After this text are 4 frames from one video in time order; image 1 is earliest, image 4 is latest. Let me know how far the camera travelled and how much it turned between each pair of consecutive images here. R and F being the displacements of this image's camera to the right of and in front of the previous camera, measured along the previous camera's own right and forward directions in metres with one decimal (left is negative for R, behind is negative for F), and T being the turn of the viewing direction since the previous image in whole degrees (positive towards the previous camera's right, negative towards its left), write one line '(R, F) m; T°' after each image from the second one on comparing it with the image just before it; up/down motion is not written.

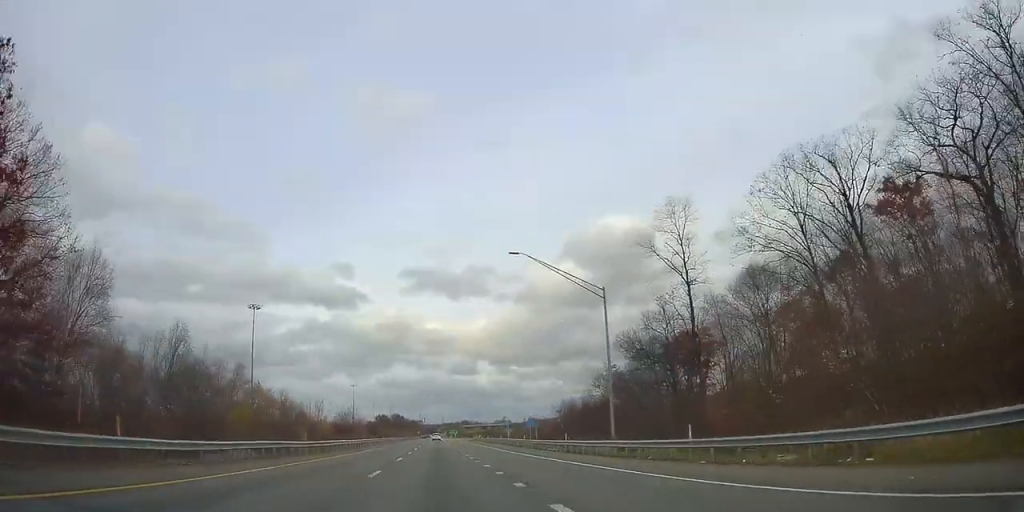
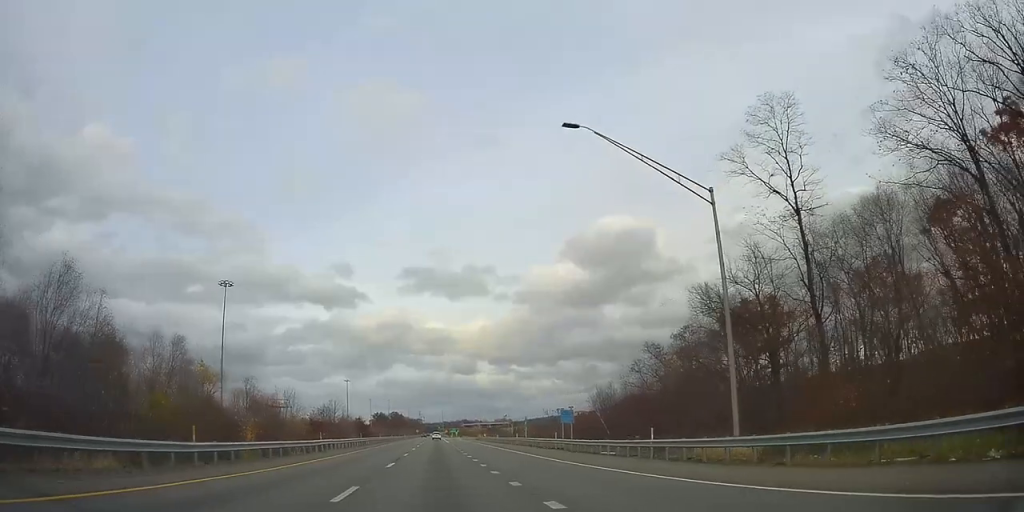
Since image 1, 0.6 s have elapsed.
(+0.3, +17.8) m; 0°
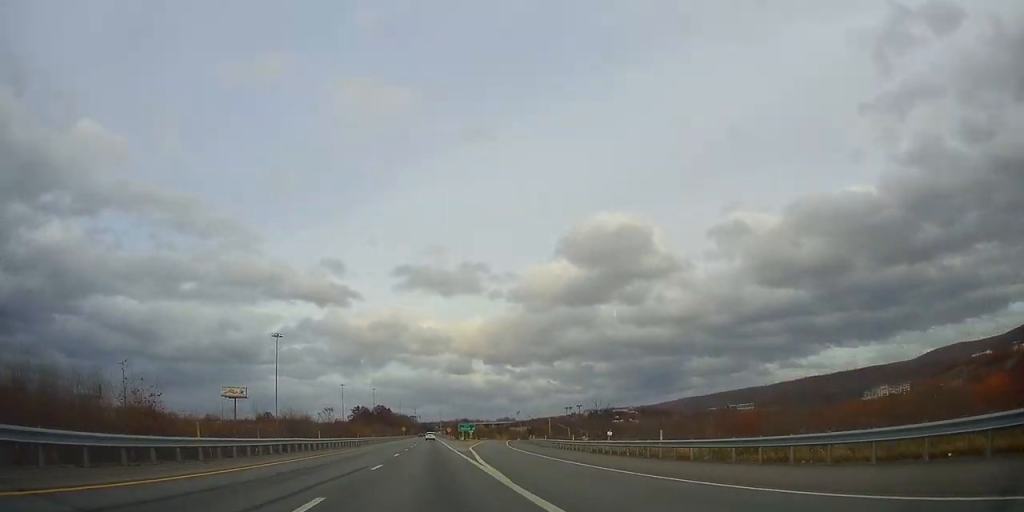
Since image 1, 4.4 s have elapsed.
(-1.1, +114.4) m; 0°
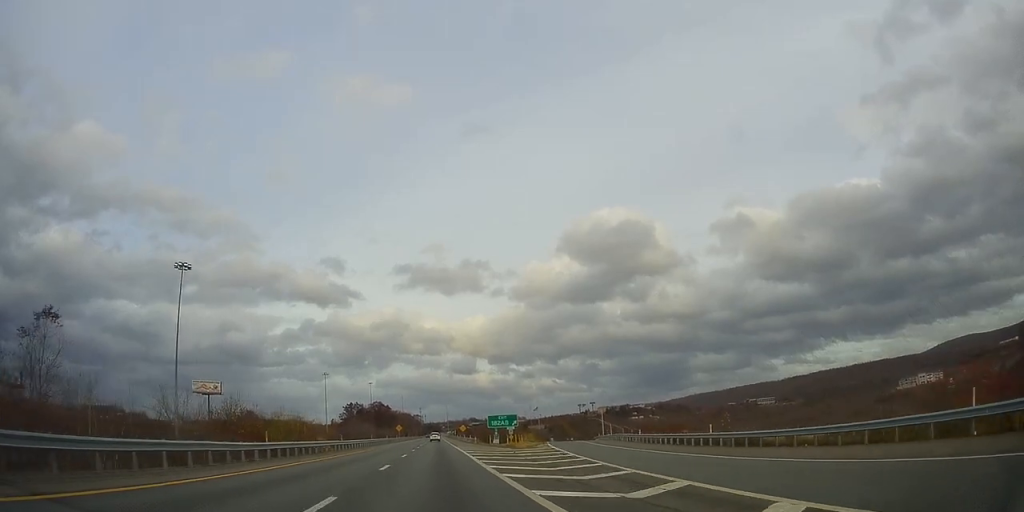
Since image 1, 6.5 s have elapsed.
(+0.1, +61.2) m; 0°
